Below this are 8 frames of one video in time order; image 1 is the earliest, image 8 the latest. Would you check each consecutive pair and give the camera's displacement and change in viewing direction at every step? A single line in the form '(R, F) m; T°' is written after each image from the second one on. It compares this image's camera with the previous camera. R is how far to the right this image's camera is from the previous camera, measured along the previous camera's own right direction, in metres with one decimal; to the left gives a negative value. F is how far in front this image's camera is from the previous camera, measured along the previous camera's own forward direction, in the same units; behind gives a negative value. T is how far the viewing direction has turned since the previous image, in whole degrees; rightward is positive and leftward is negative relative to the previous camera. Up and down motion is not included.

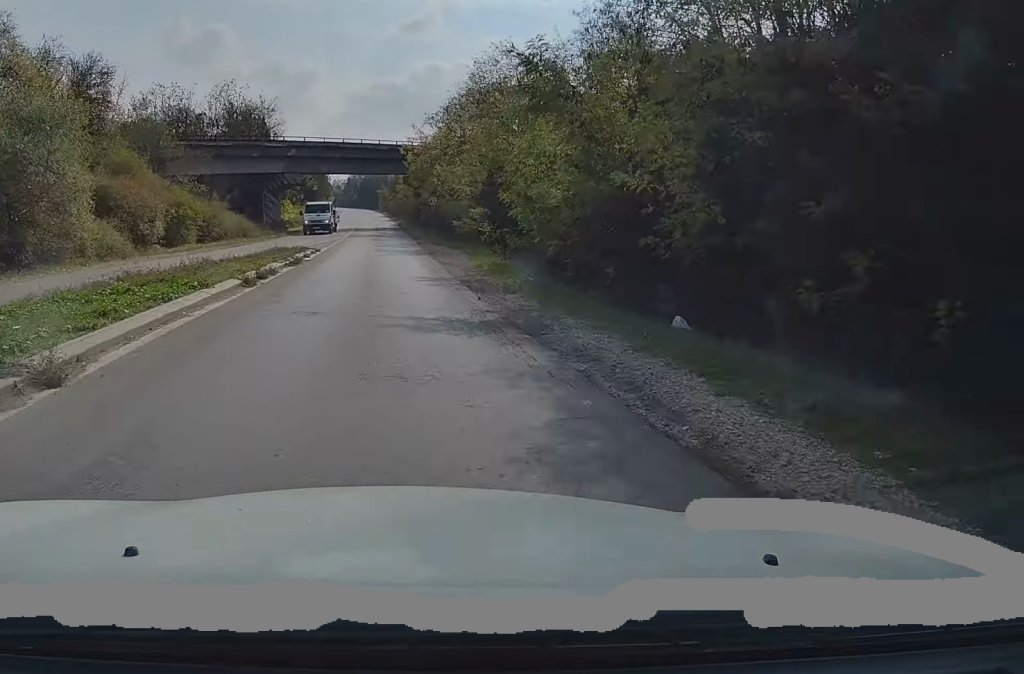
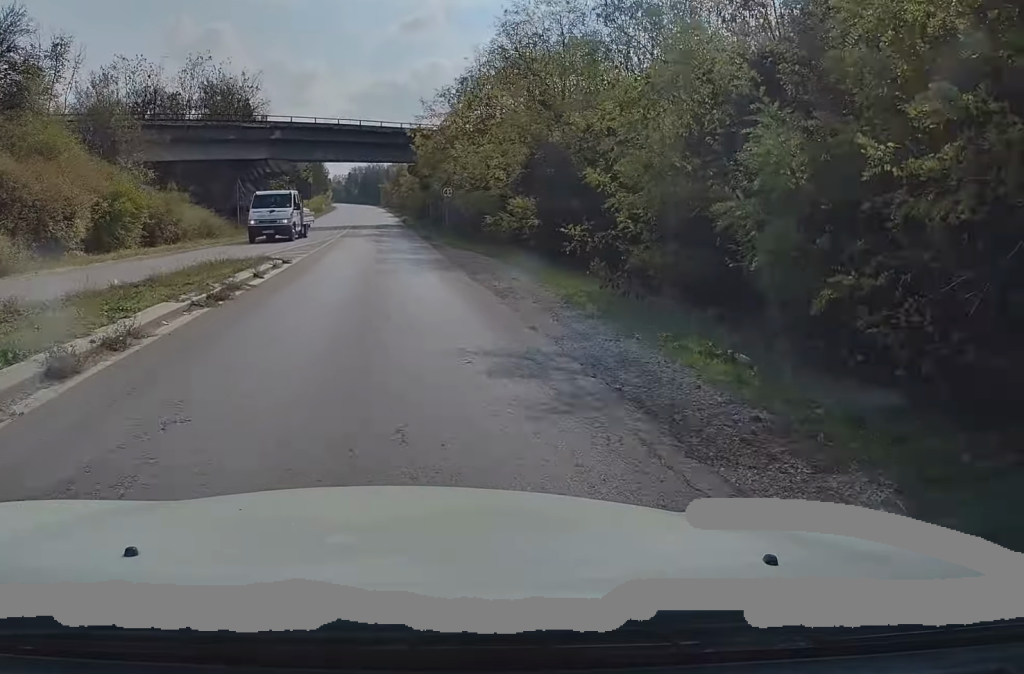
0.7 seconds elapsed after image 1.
(0.0, +11.1) m; 0°
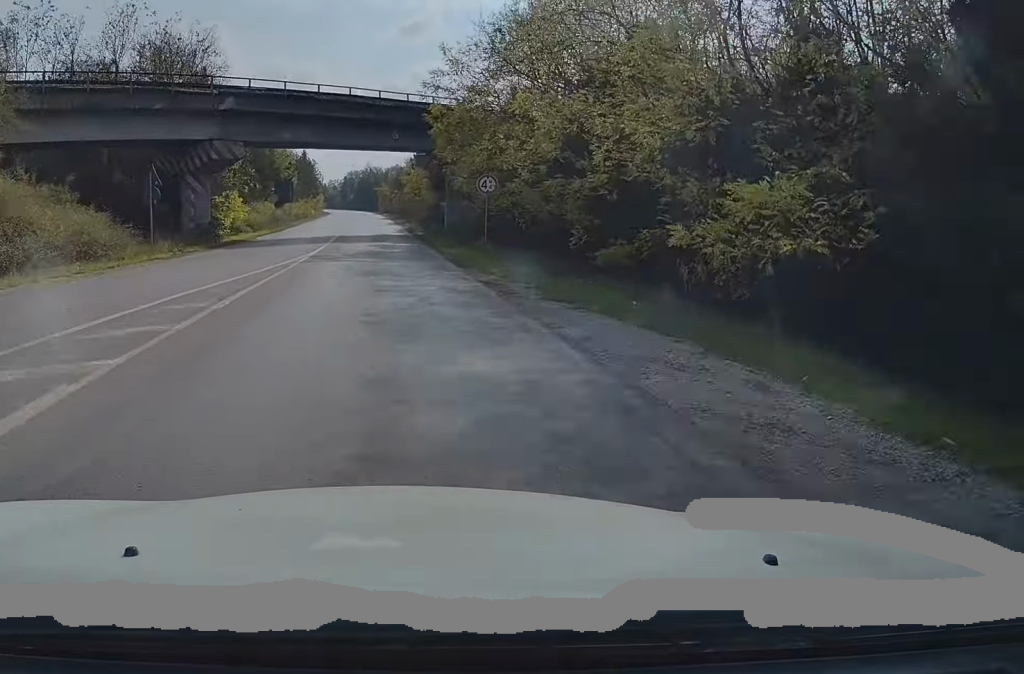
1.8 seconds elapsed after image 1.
(+0.1, +17.6) m; 0°
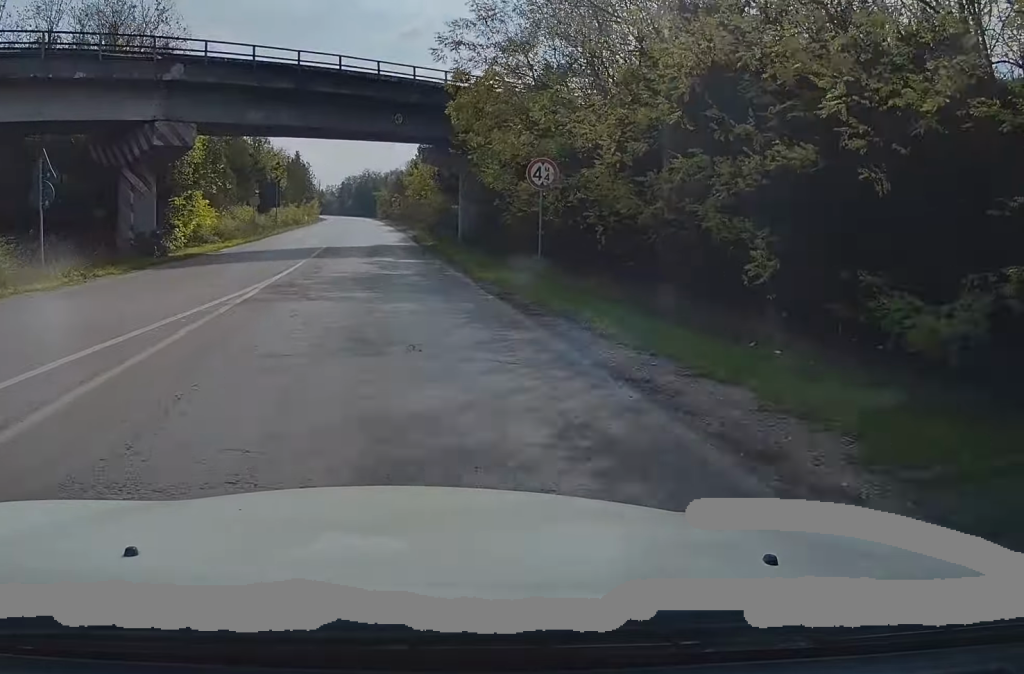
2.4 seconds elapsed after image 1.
(0.0, +9.6) m; 0°
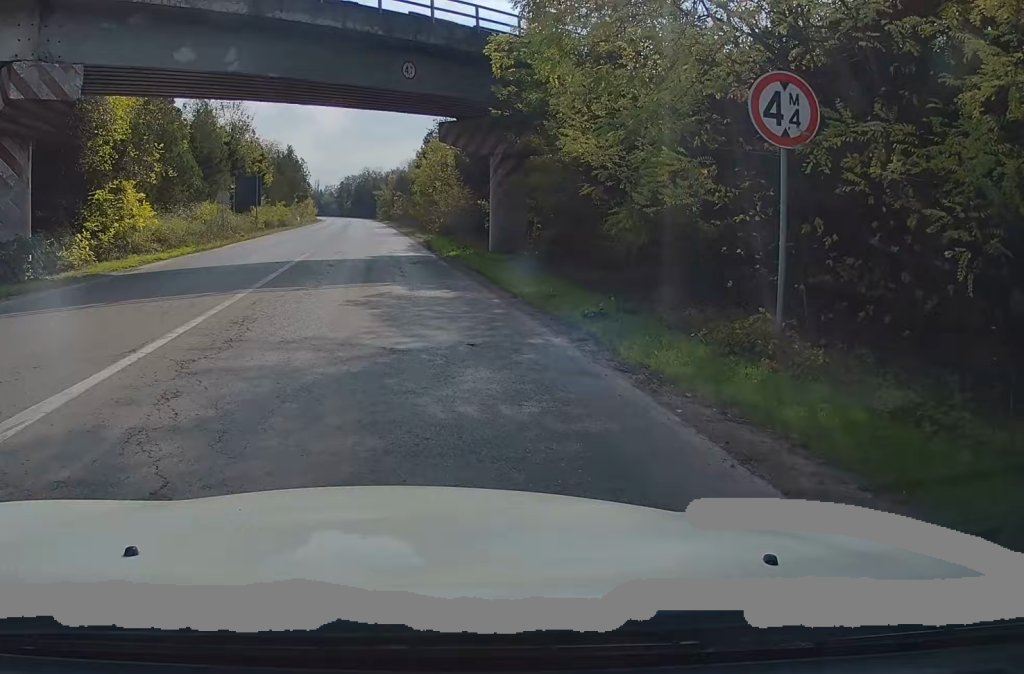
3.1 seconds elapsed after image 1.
(0.0, +11.4) m; -1°
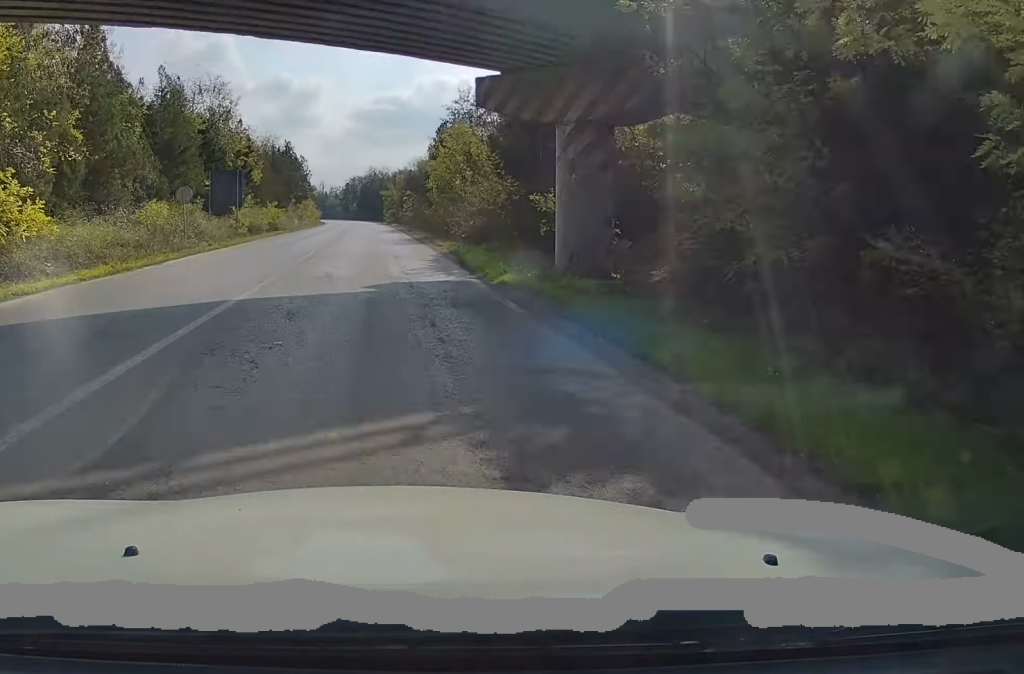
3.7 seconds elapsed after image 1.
(+0.1, +10.4) m; -1°
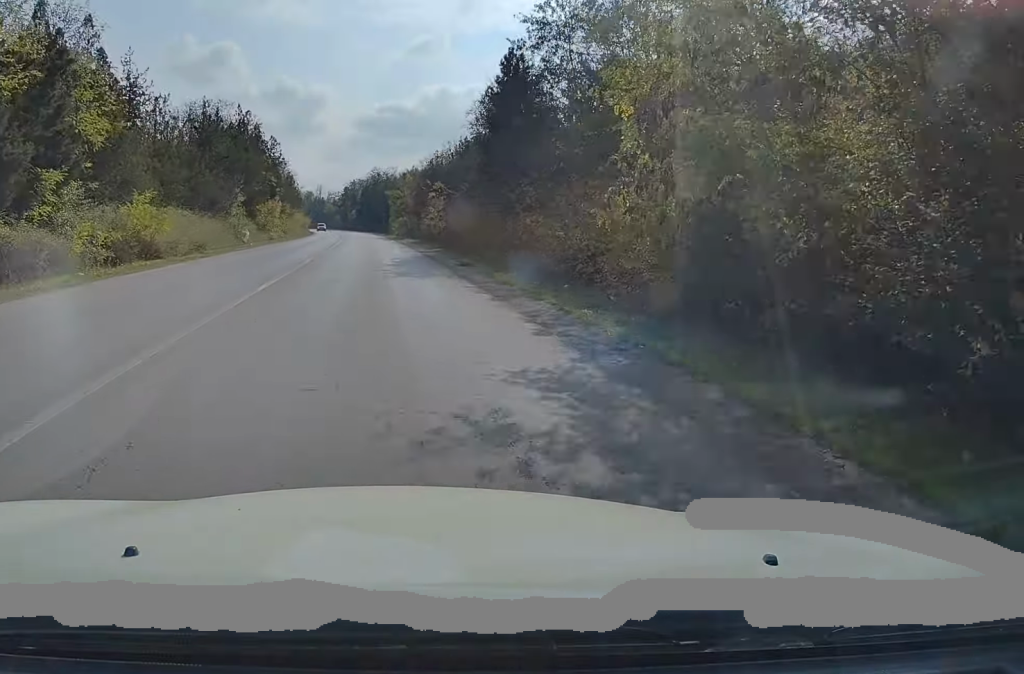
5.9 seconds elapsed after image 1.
(-0.4, +36.9) m; 0°
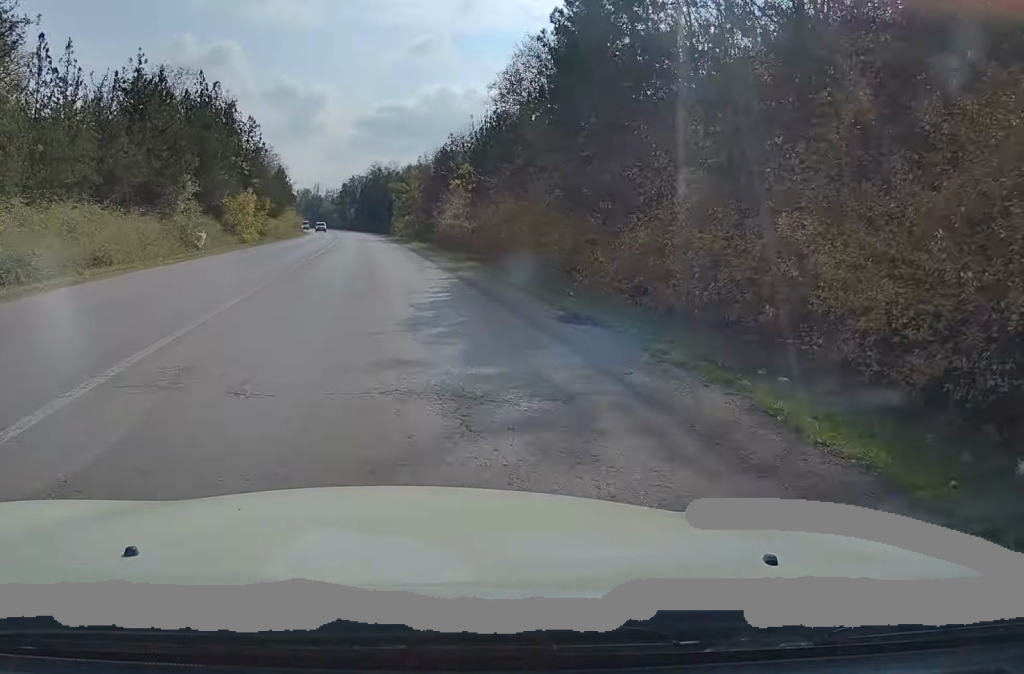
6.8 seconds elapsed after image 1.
(-0.1, +14.3) m; 0°
